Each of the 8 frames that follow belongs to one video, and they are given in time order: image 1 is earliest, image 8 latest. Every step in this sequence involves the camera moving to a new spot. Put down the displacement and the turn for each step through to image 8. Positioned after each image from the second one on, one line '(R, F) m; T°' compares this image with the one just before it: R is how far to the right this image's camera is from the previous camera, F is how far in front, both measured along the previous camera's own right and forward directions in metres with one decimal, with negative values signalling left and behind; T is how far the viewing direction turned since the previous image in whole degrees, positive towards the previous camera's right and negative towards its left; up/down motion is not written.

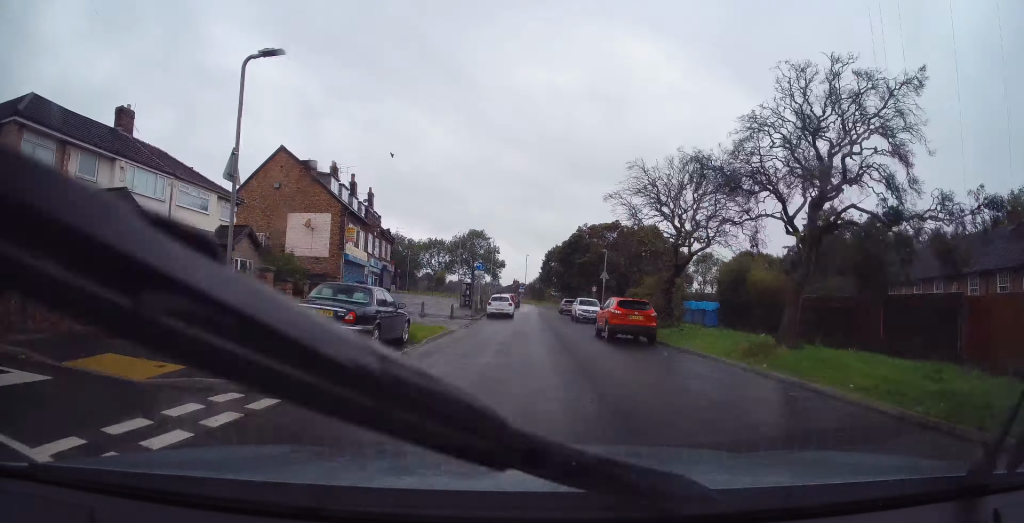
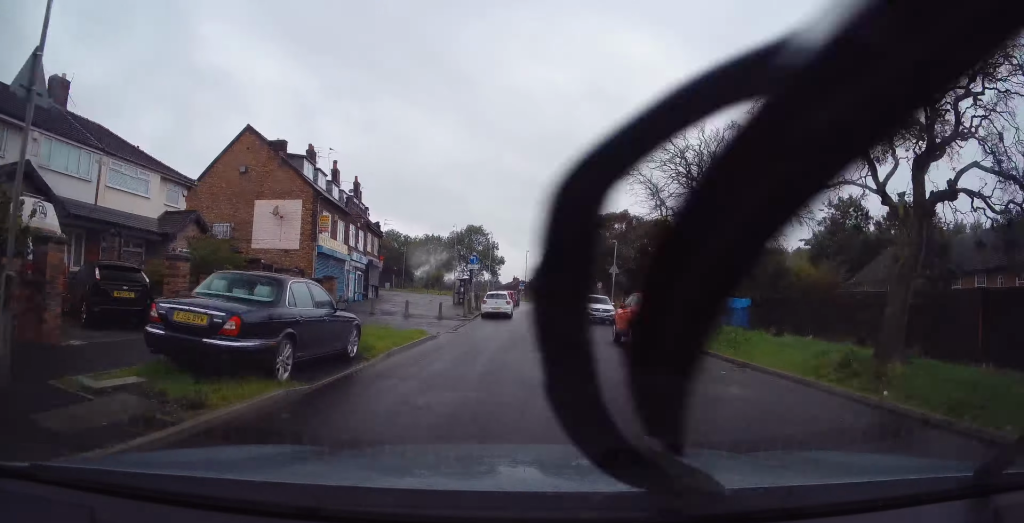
(+0.2, +4.2) m; +1°
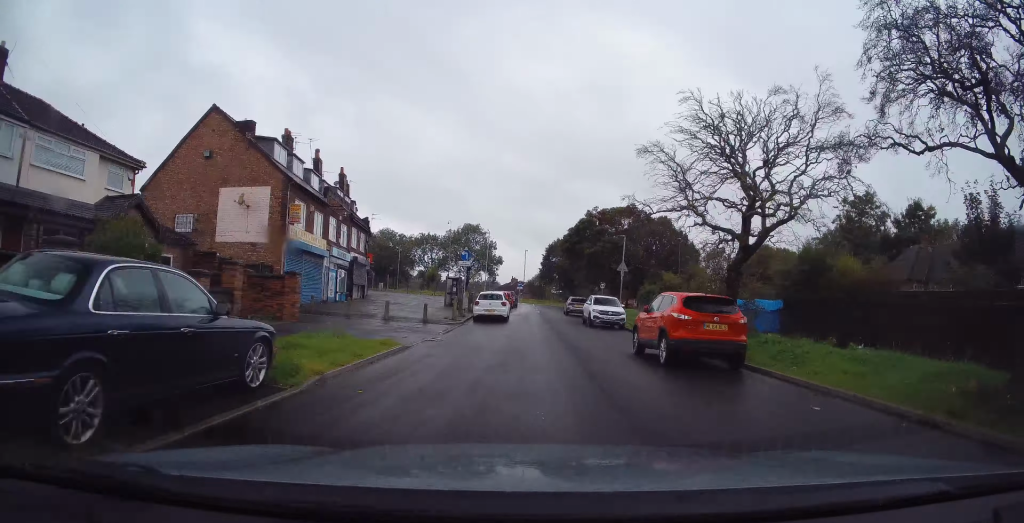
(-0.1, +3.6) m; -1°
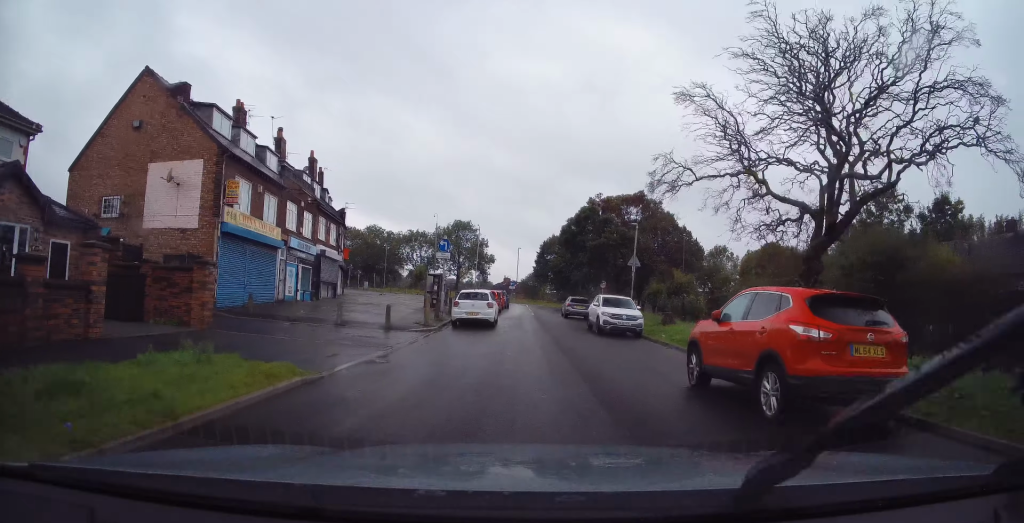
(-0.1, +5.4) m; 0°
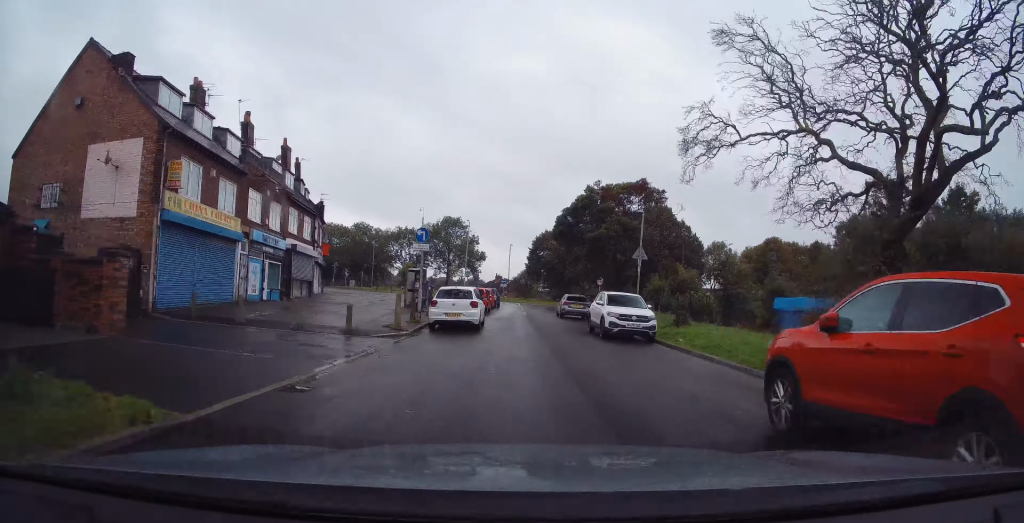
(0.0, +3.5) m; +1°
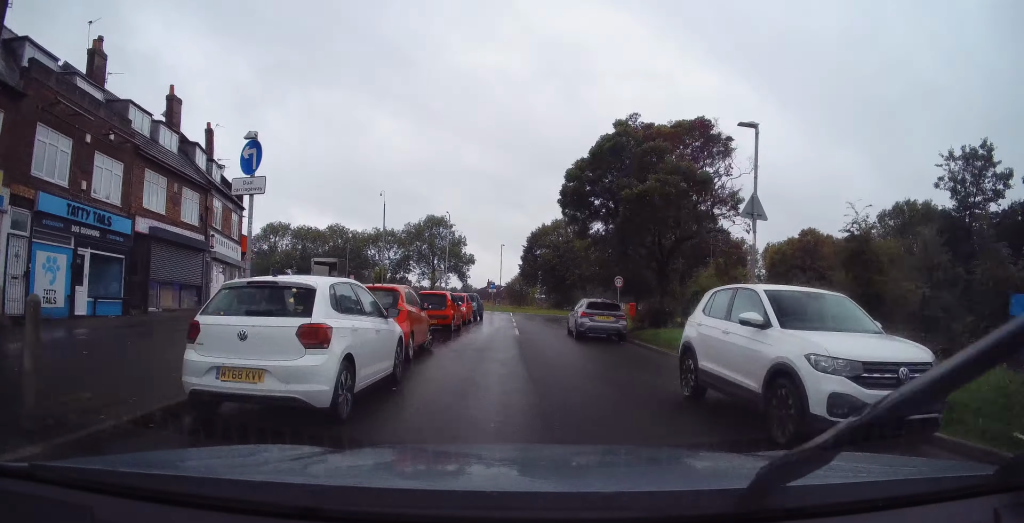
(-0.3, +13.3) m; -2°
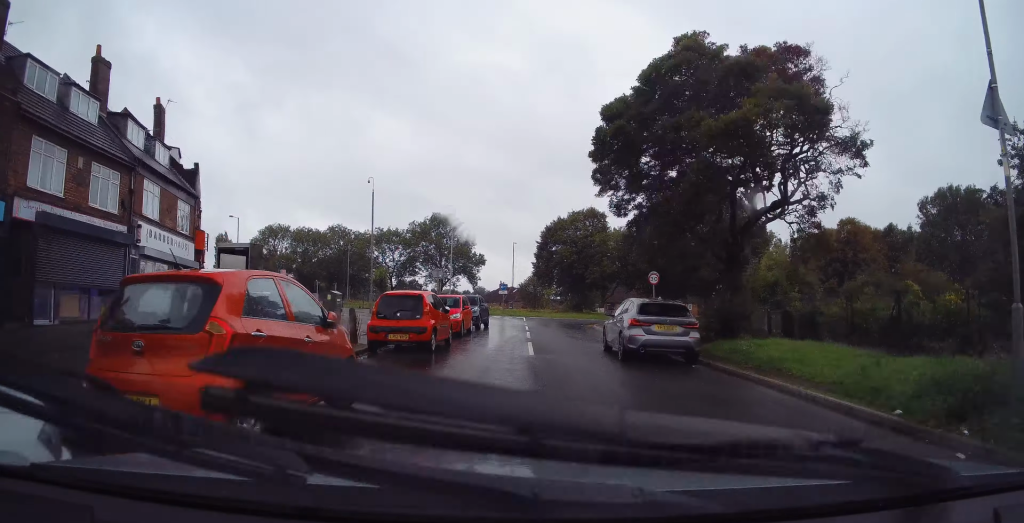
(+0.3, +6.9) m; +2°
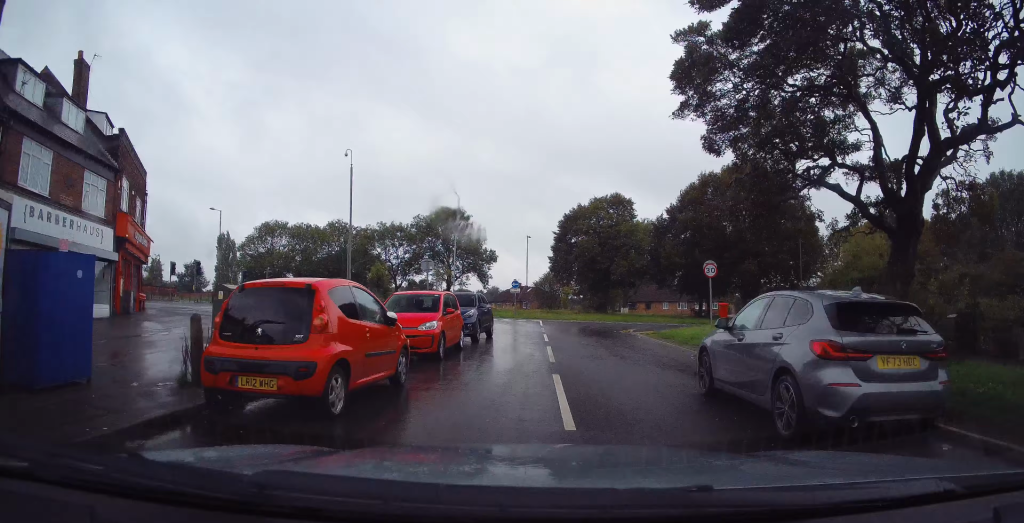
(-0.3, +7.7) m; -4°
